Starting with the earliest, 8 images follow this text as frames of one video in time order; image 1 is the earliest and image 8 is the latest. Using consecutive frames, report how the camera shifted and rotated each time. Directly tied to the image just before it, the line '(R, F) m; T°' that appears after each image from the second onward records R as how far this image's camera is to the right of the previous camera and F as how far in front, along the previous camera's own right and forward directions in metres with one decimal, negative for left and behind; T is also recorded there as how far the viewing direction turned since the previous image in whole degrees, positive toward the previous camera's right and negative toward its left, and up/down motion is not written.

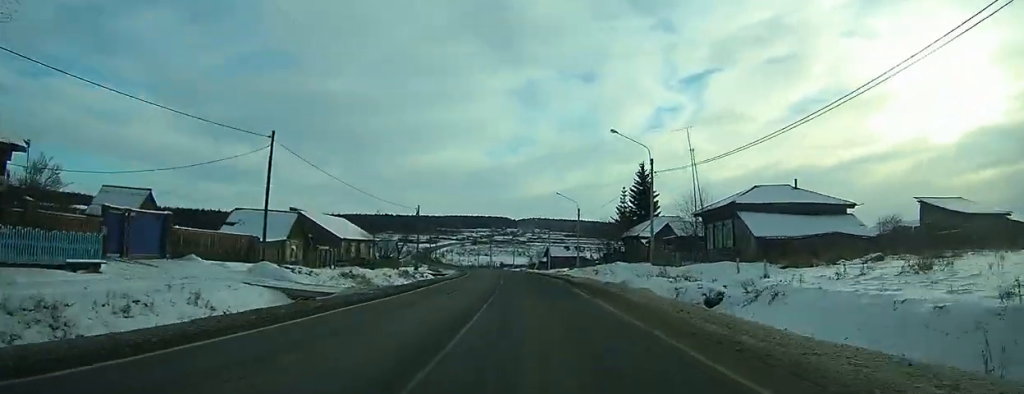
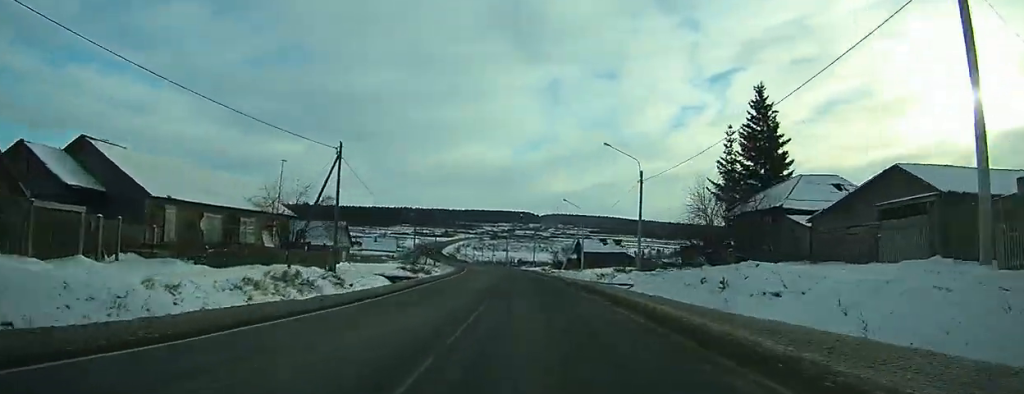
(-0.4, +32.6) m; -8°
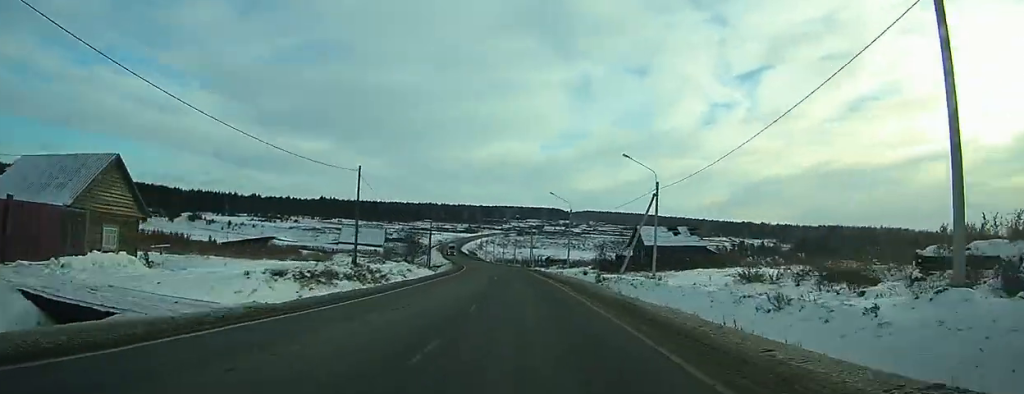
(-4.8, +33.7) m; -5°
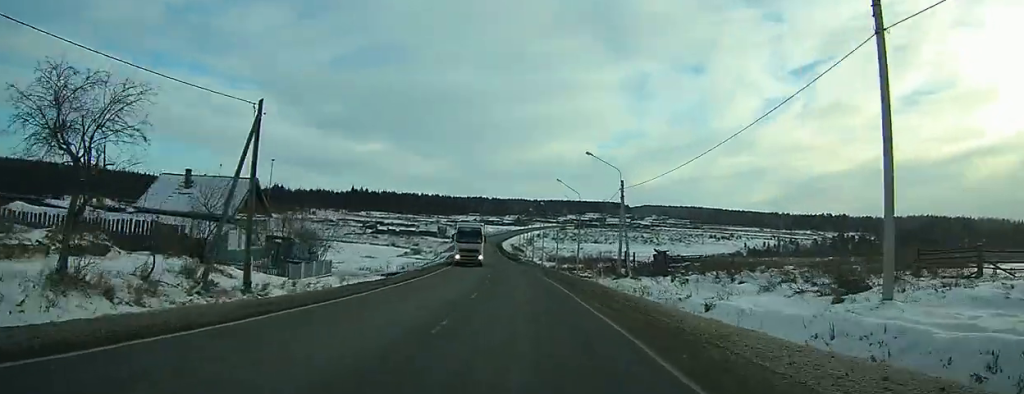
(+2.9, +68.1) m; 0°
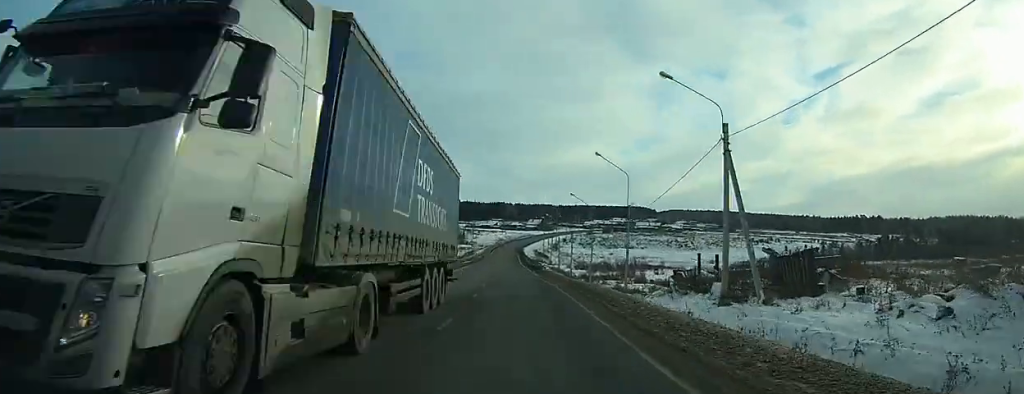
(-0.4, +23.4) m; -2°
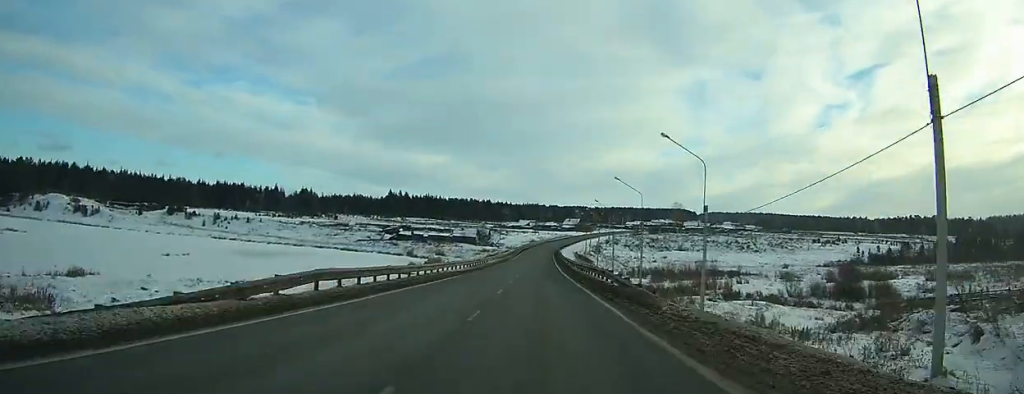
(-1.1, +41.3) m; -2°
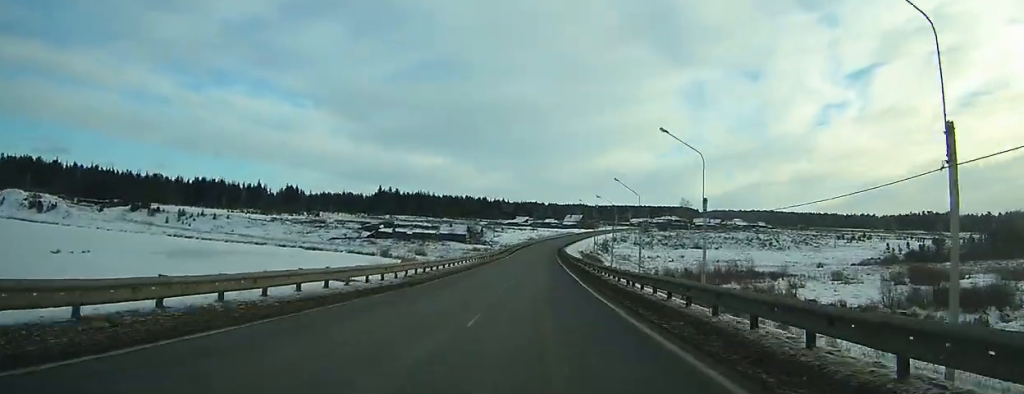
(-0.3, +25.7) m; -1°
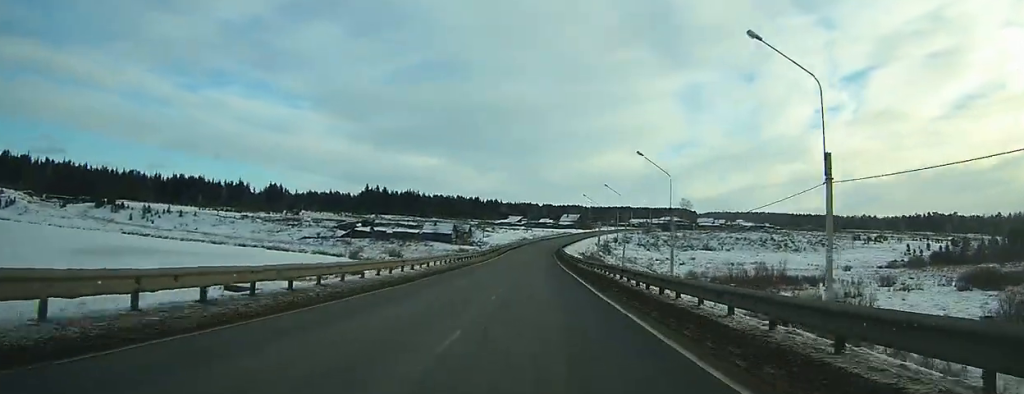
(-0.2, +18.7) m; 0°
